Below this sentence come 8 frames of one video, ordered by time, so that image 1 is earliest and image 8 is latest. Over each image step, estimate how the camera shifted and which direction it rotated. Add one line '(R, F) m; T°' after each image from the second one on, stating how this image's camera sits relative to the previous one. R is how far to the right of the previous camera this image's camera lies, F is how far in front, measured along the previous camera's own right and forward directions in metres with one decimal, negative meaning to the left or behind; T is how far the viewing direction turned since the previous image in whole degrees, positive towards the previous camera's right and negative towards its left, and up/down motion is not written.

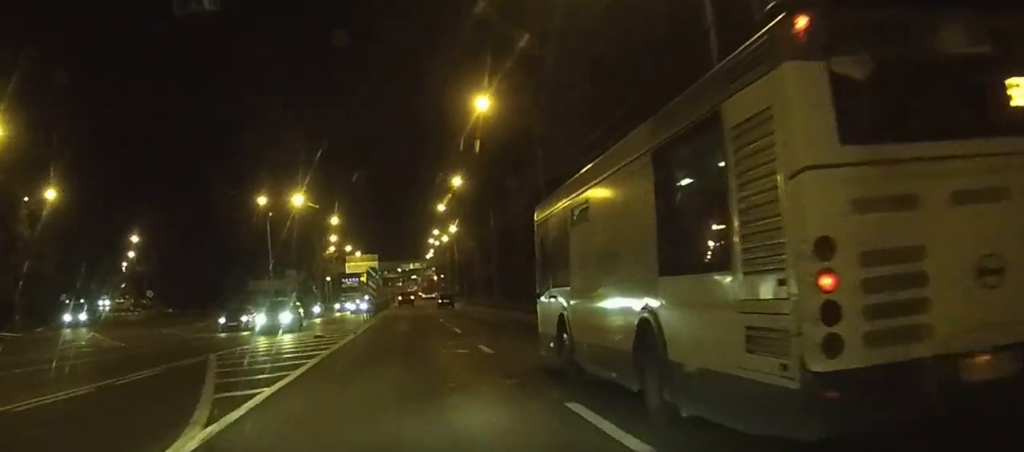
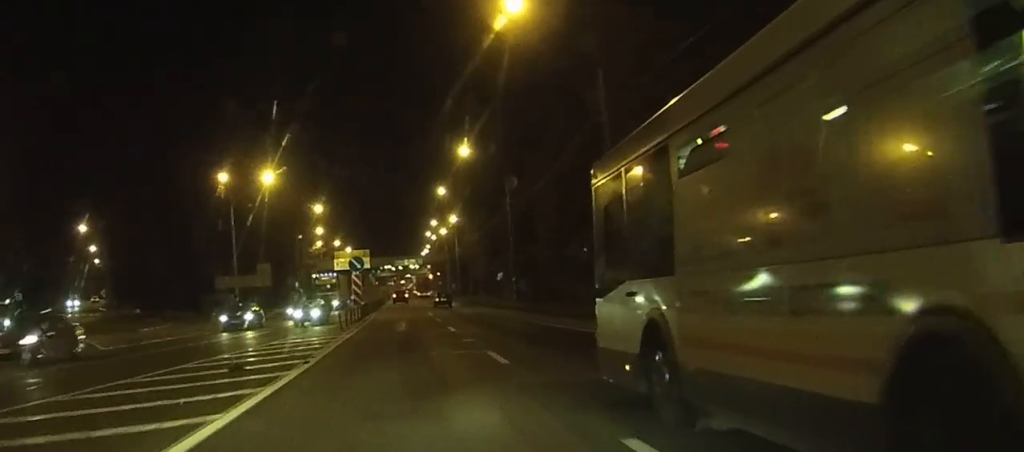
(0.0, +15.3) m; 0°
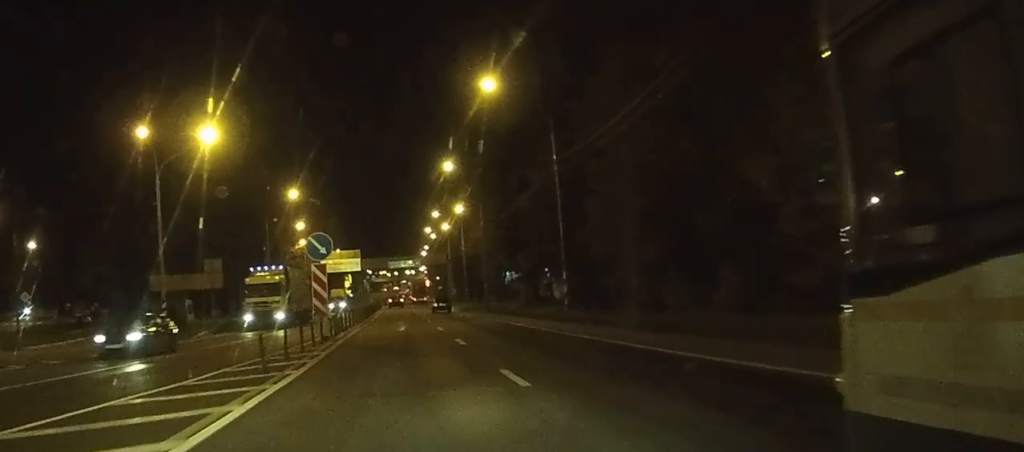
(+0.1, +20.1) m; 0°
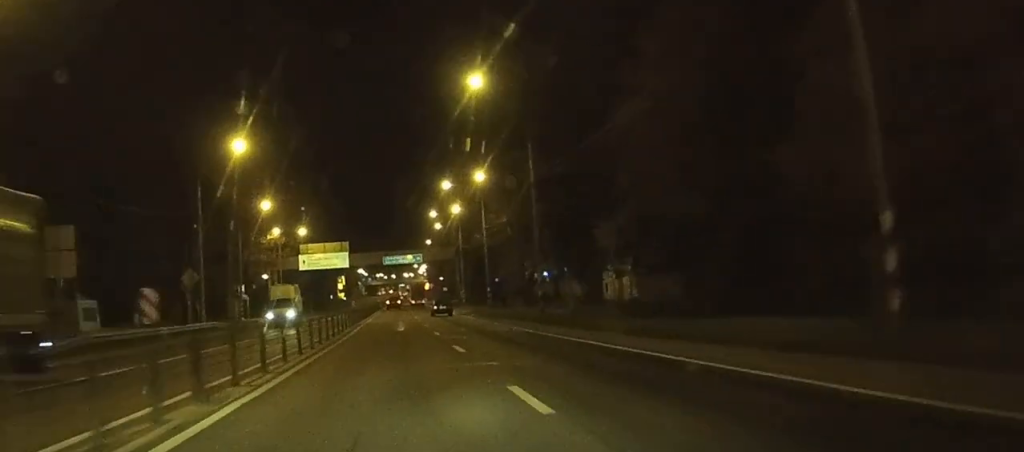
(-0.1, +27.4) m; 0°
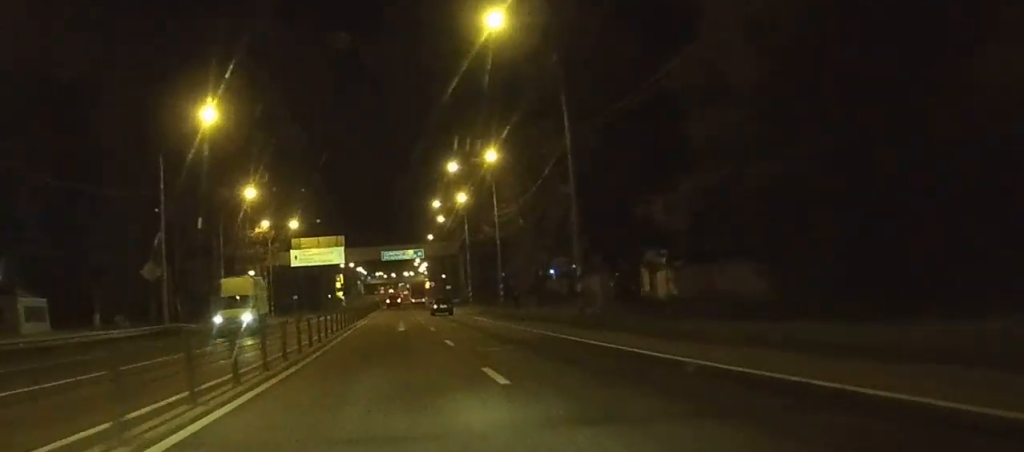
(0.0, +9.0) m; 0°
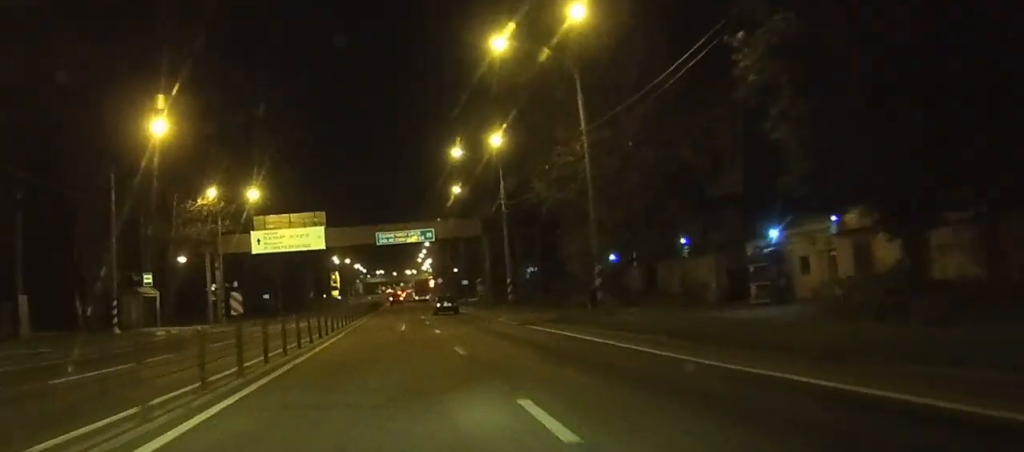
(0.0, +29.8) m; 0°
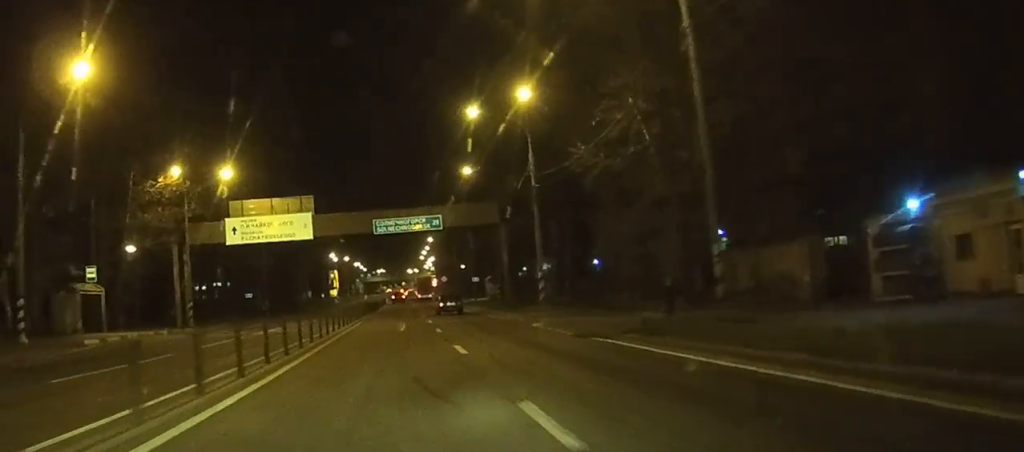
(0.0, +12.2) m; 0°
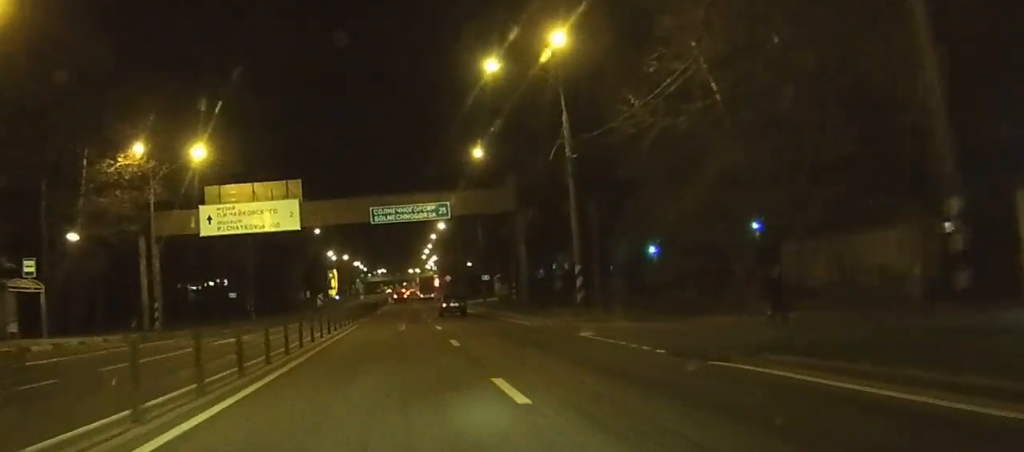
(0.0, +9.2) m; 0°
